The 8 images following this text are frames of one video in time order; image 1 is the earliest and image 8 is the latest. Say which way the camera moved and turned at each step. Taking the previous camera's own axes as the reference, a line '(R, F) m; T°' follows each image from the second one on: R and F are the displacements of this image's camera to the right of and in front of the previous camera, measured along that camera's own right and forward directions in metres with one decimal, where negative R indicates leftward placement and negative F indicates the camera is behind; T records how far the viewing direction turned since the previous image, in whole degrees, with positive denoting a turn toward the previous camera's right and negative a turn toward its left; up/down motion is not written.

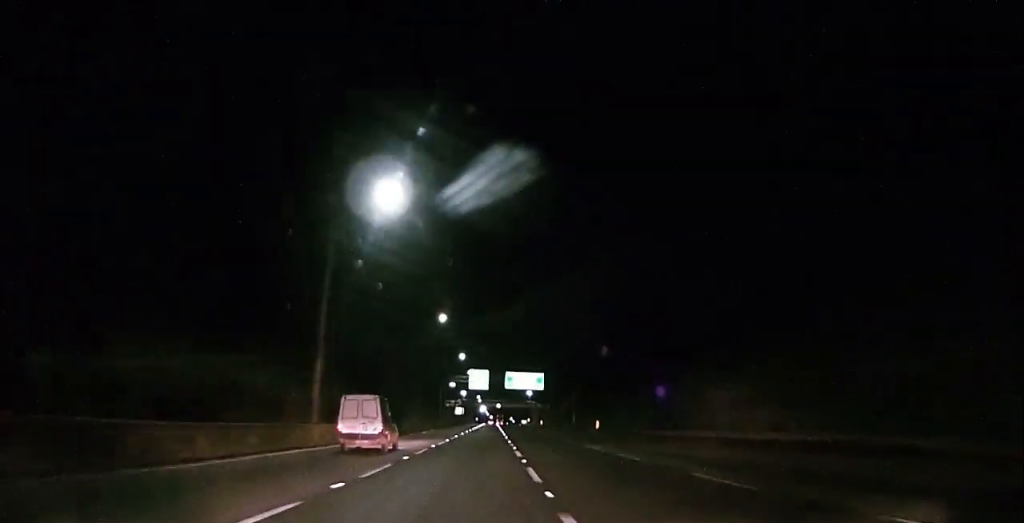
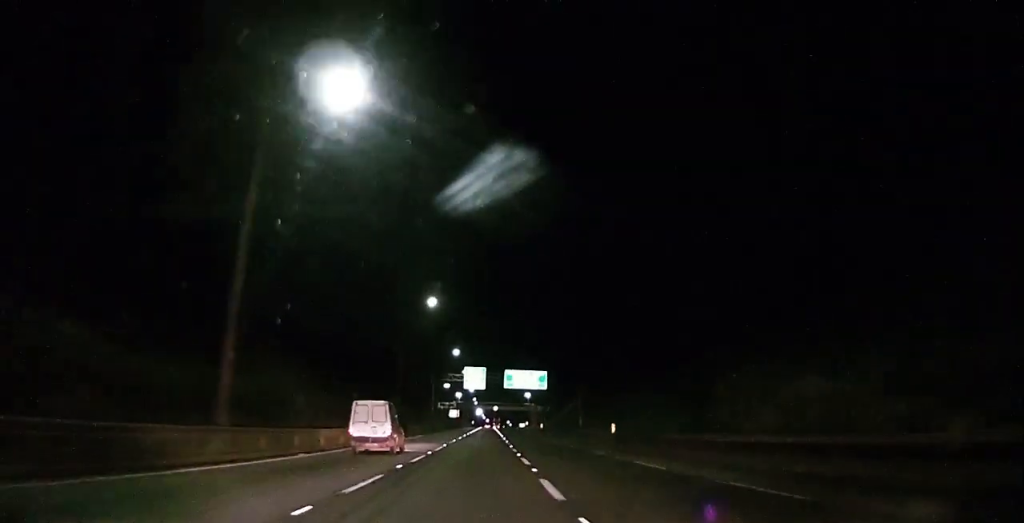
(+0.1, +11.4) m; 0°
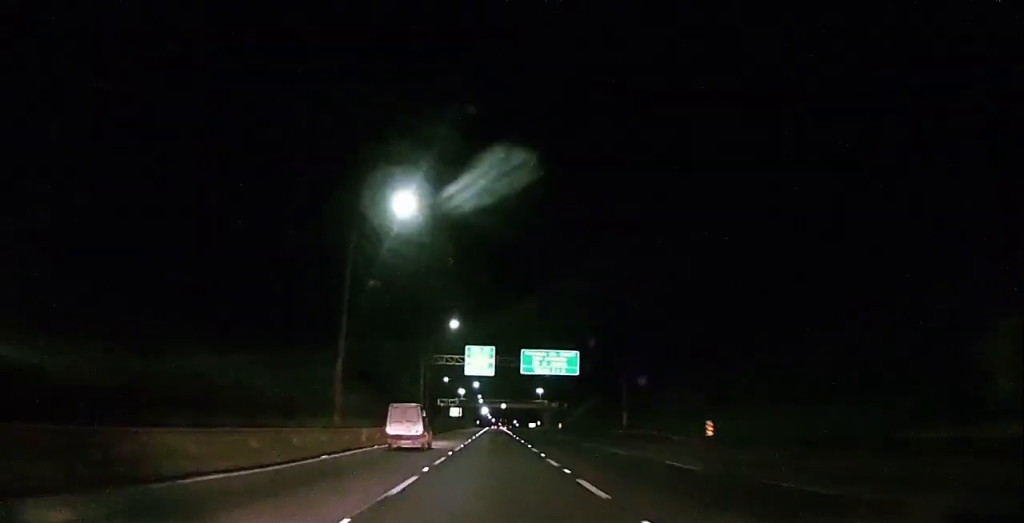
(0.0, +27.6) m; 0°
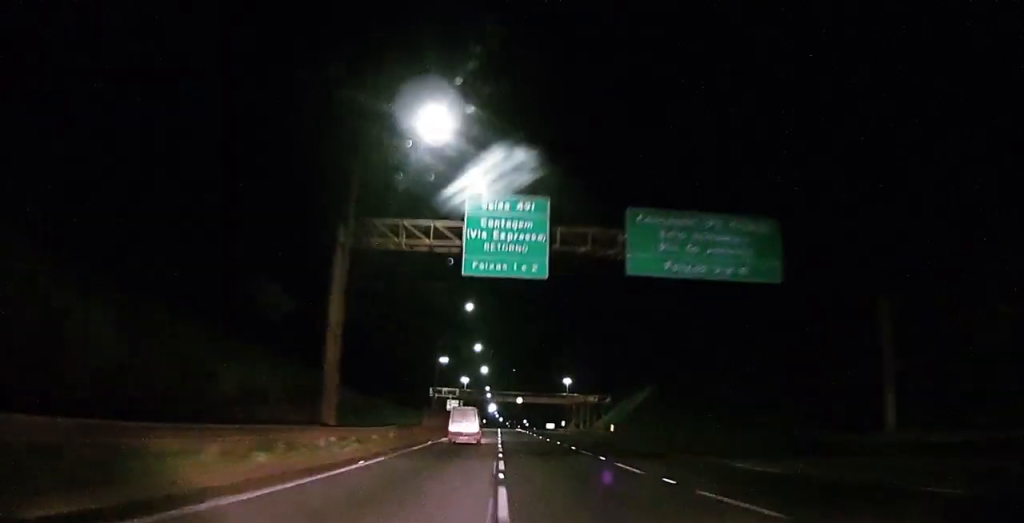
(-0.5, +48.4) m; 0°
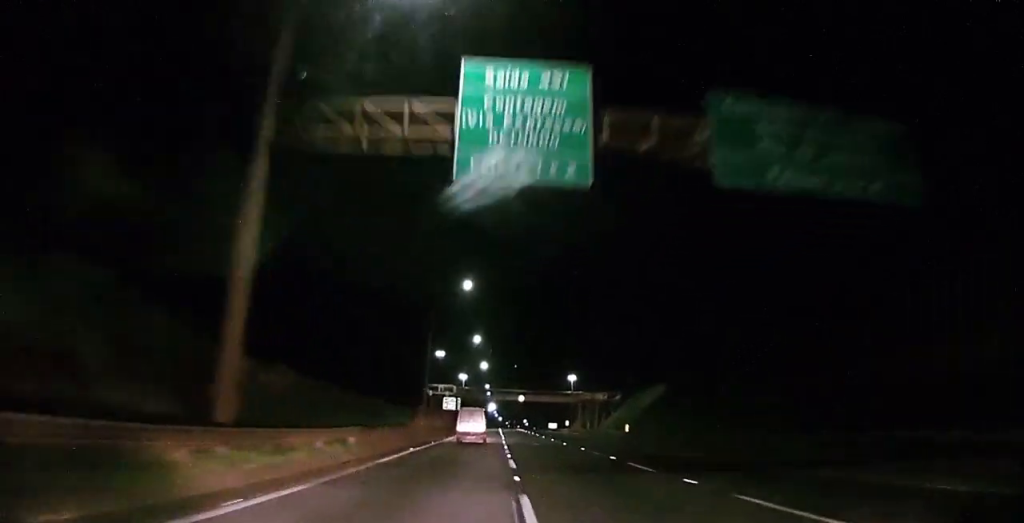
(+0.1, +9.7) m; 0°
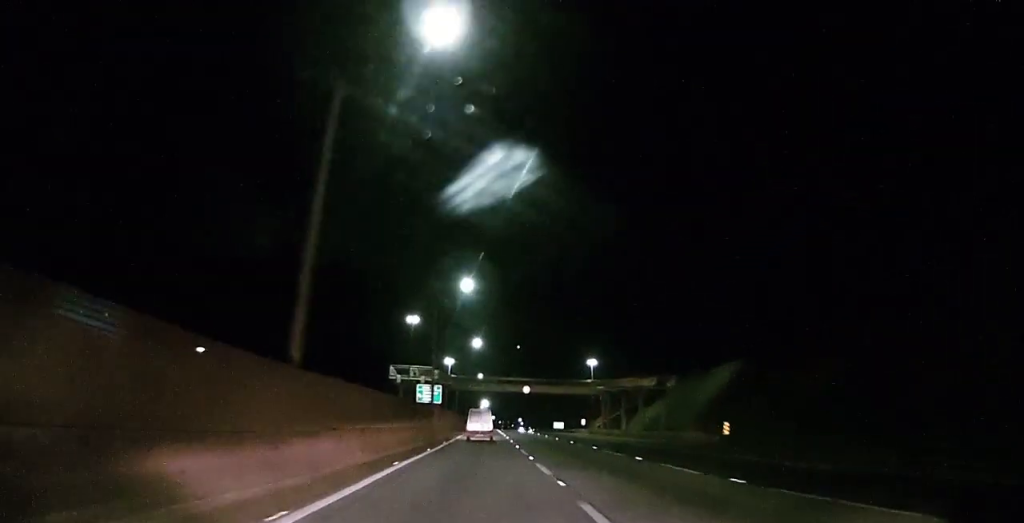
(+0.2, +35.5) m; 0°
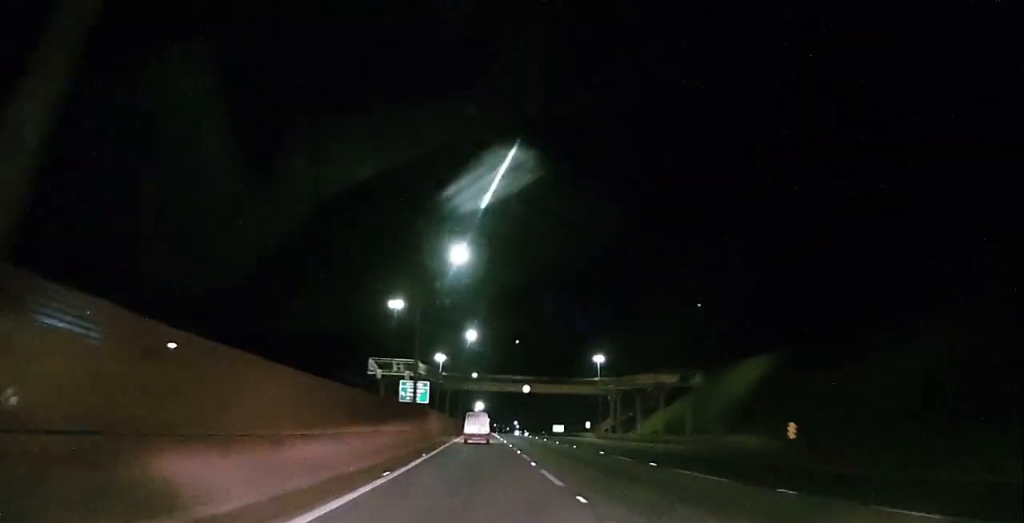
(0.0, +11.3) m; 0°
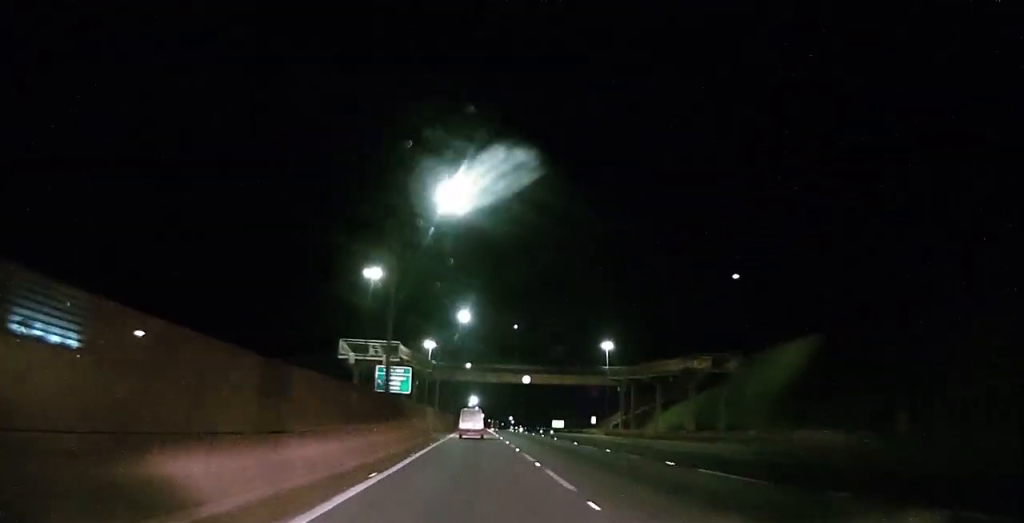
(+0.1, +11.3) m; 0°
